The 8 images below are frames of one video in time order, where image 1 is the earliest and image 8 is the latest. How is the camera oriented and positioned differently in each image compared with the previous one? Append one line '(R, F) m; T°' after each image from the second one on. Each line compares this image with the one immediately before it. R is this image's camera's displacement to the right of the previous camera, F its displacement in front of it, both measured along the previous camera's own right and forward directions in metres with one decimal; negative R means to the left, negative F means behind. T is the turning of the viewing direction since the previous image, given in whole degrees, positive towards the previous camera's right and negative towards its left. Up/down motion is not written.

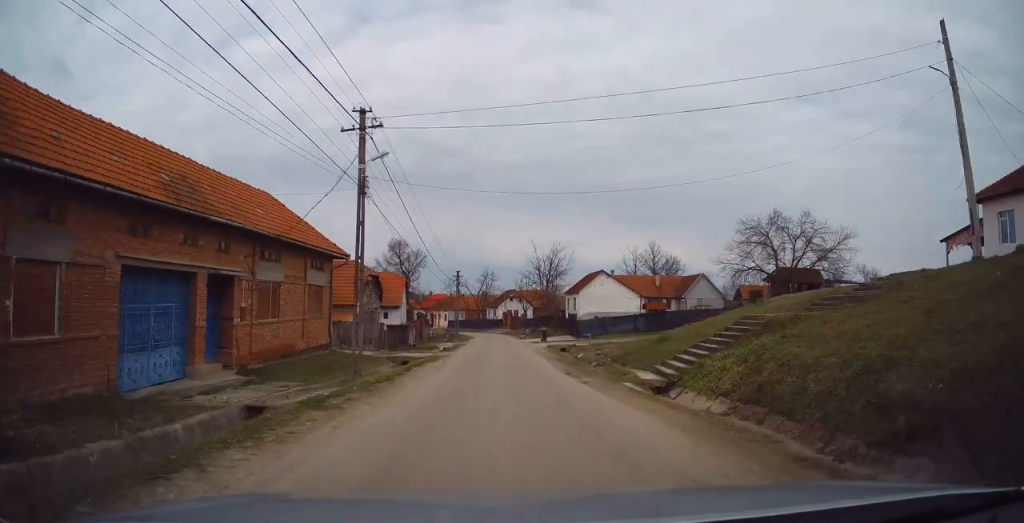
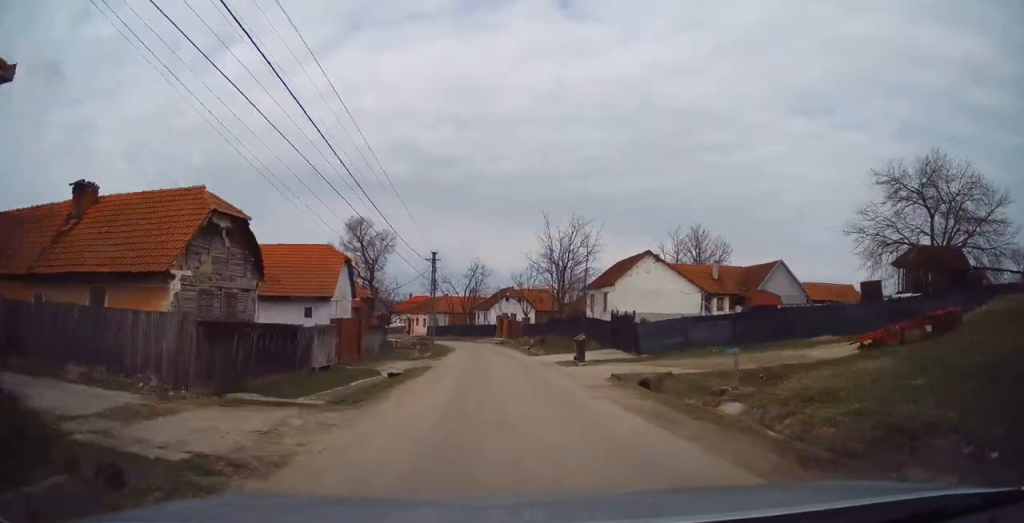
(-0.2, +19.9) m; +1°
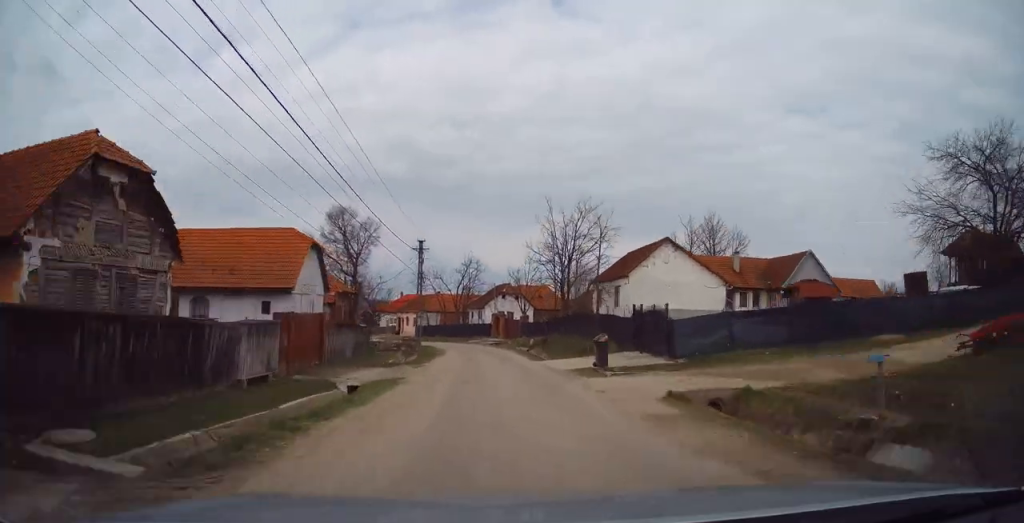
(+0.1, +5.4) m; 0°
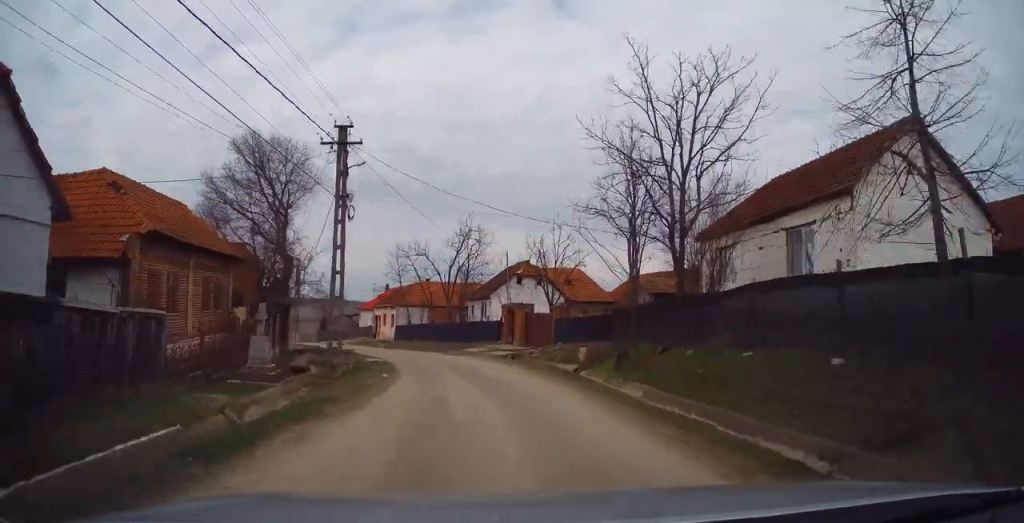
(-0.1, +21.9) m; -2°
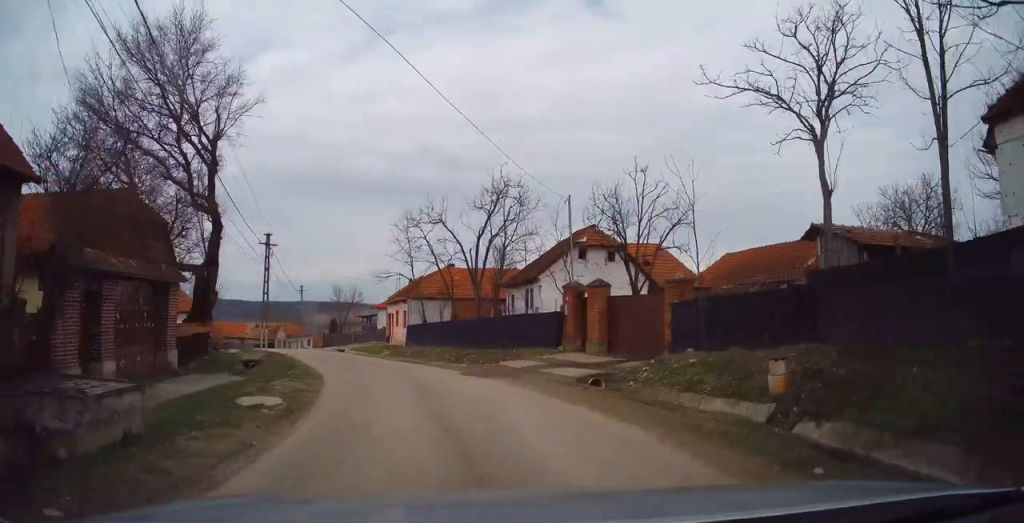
(-0.1, +13.8) m; -4°
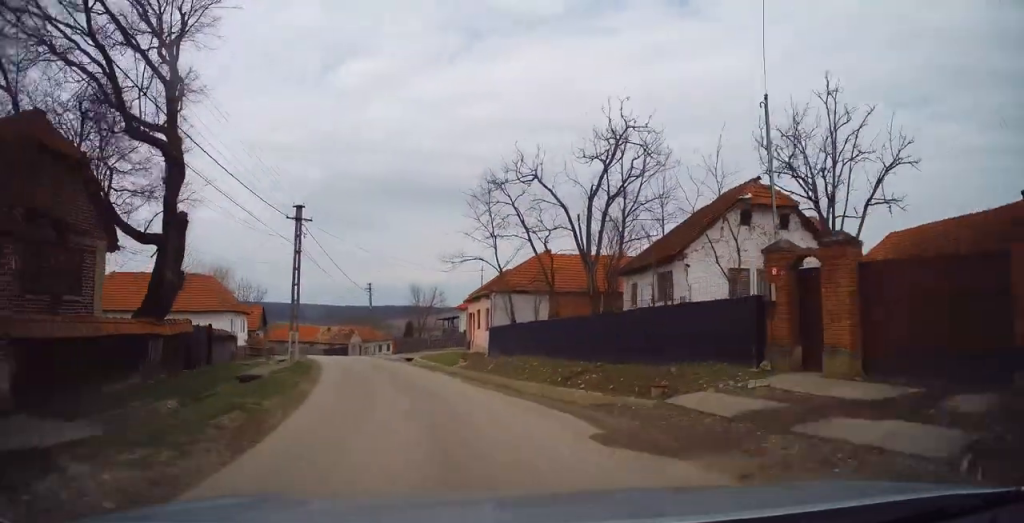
(-0.5, +9.5) m; -7°
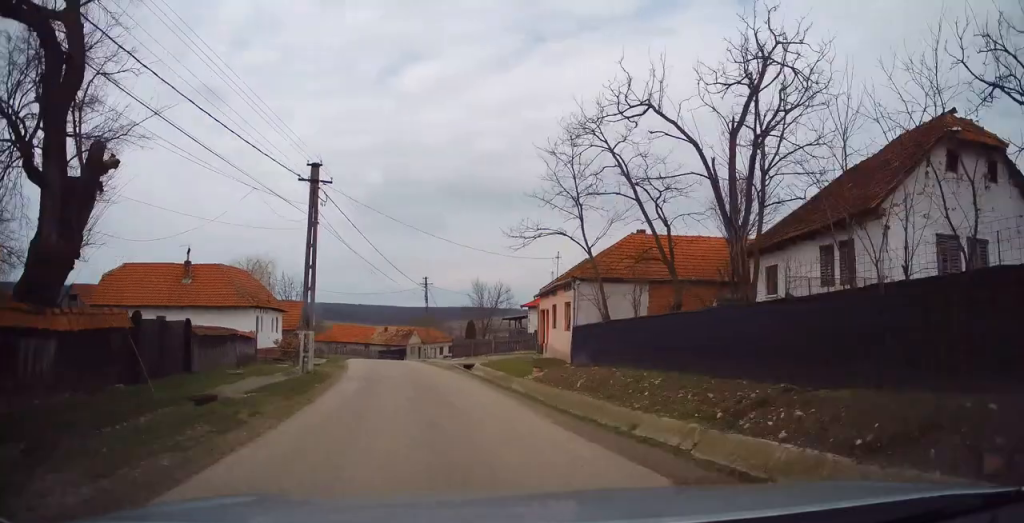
(-0.6, +7.2) m; -6°
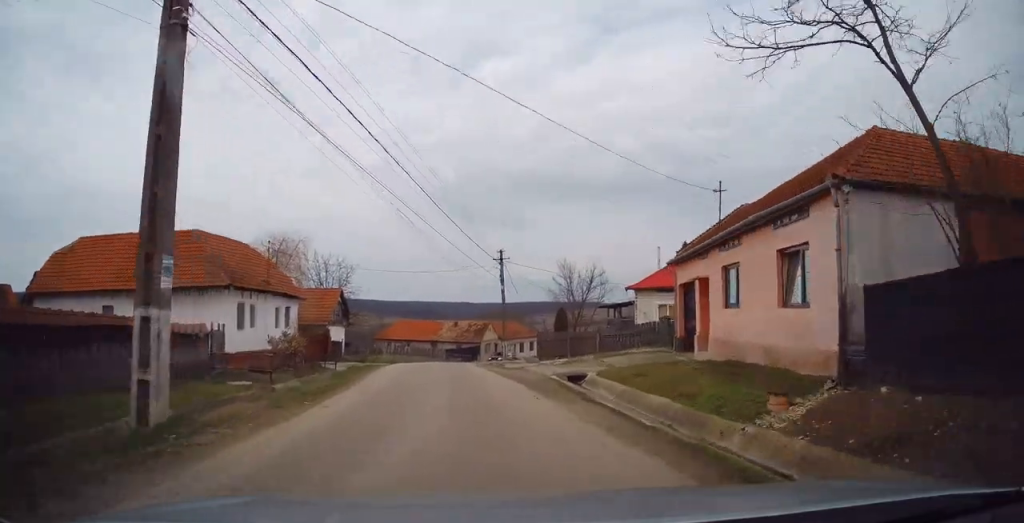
(-1.2, +13.1) m; -9°
